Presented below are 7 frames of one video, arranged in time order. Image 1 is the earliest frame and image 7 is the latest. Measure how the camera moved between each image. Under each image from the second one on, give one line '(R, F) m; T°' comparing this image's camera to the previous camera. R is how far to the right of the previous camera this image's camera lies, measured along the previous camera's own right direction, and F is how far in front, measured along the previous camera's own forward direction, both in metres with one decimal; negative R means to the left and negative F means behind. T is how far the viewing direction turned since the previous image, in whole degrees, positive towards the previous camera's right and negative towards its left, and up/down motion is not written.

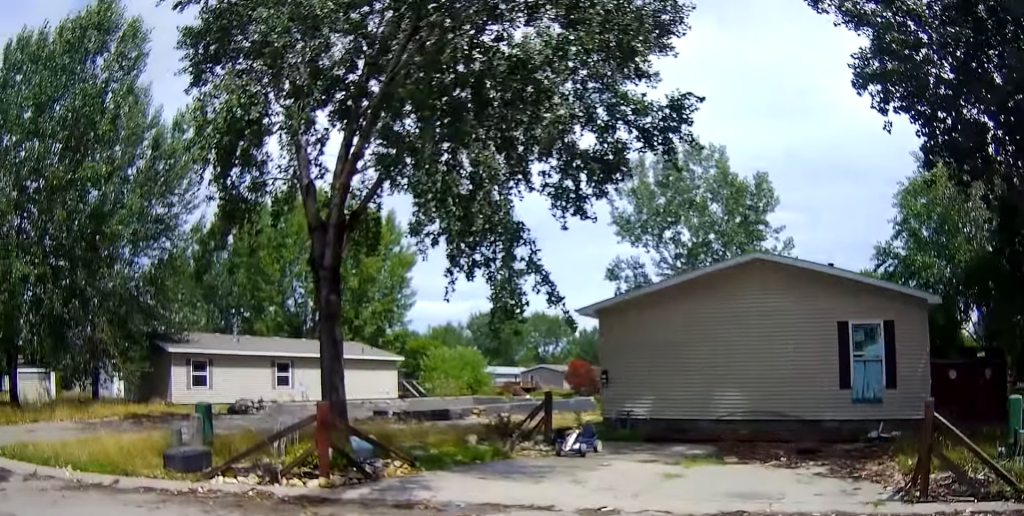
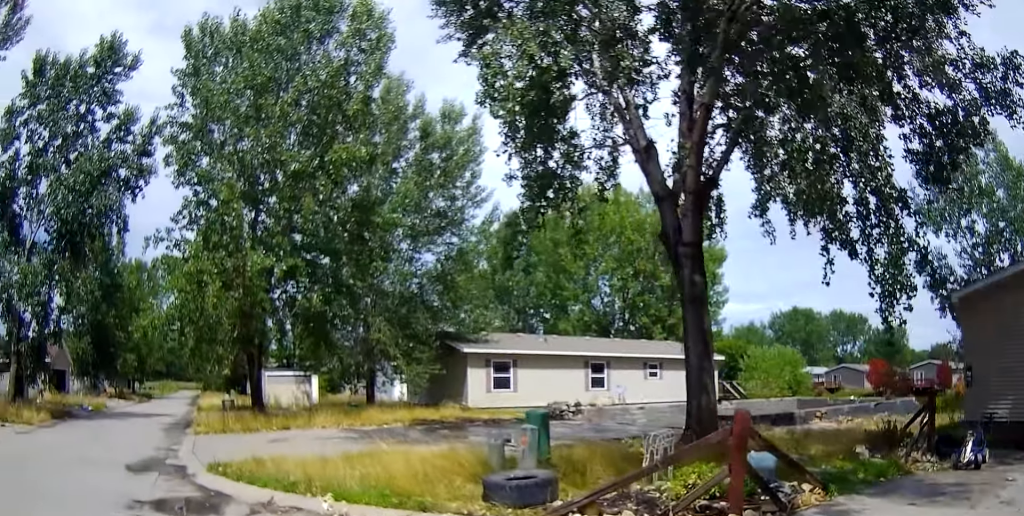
(+0.1, +2.2) m; -8°
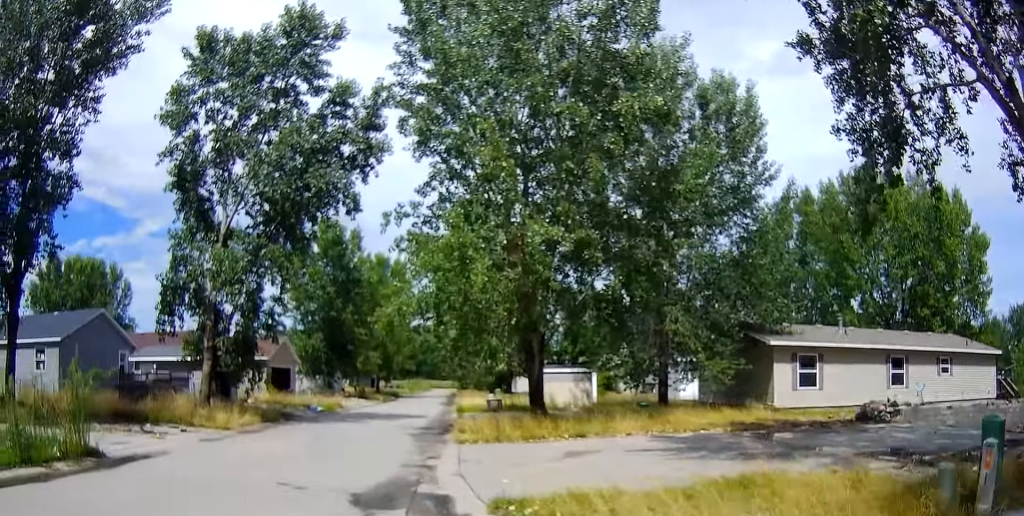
(-0.3, +2.6) m; -29°
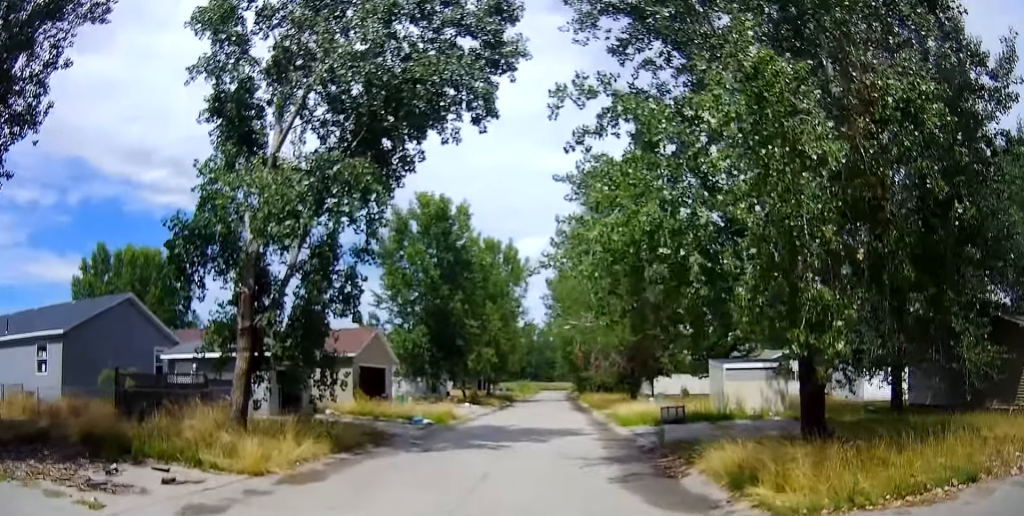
(-2.9, +7.6) m; -19°
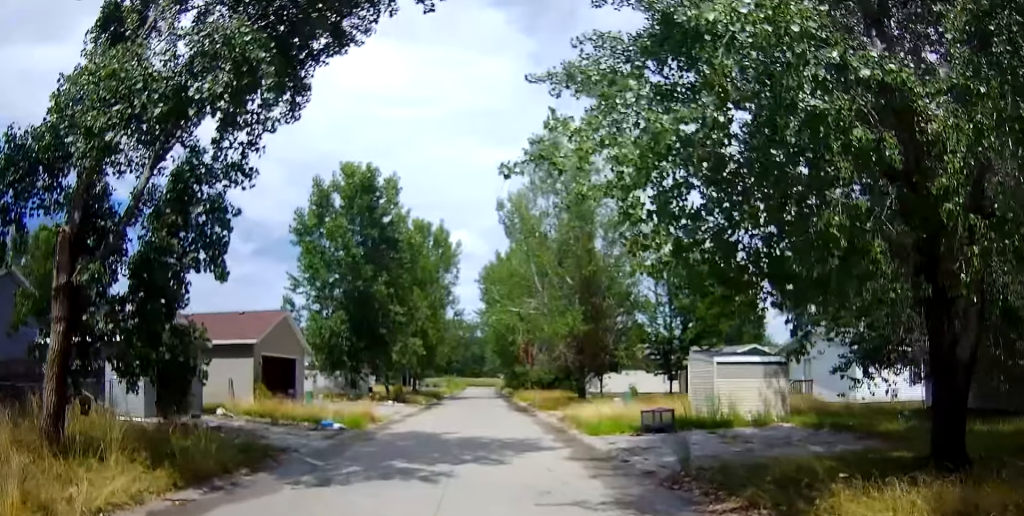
(+0.3, +5.2) m; +7°
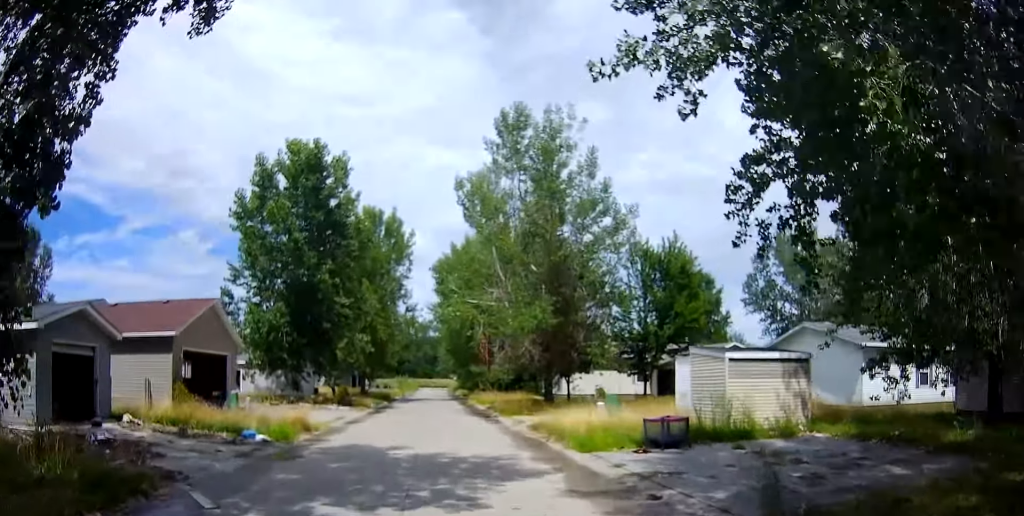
(+0.2, +3.9) m; +4°
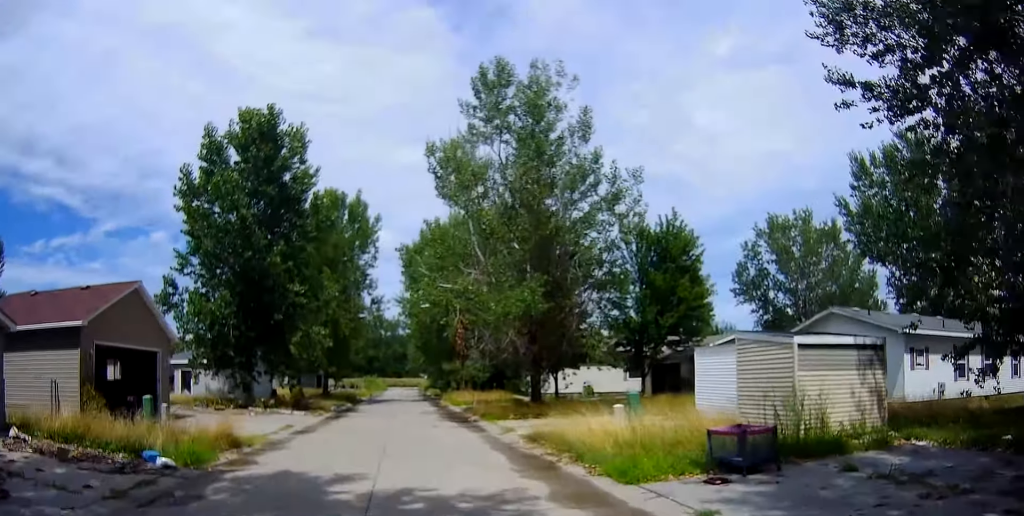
(+0.2, +4.4) m; +2°
